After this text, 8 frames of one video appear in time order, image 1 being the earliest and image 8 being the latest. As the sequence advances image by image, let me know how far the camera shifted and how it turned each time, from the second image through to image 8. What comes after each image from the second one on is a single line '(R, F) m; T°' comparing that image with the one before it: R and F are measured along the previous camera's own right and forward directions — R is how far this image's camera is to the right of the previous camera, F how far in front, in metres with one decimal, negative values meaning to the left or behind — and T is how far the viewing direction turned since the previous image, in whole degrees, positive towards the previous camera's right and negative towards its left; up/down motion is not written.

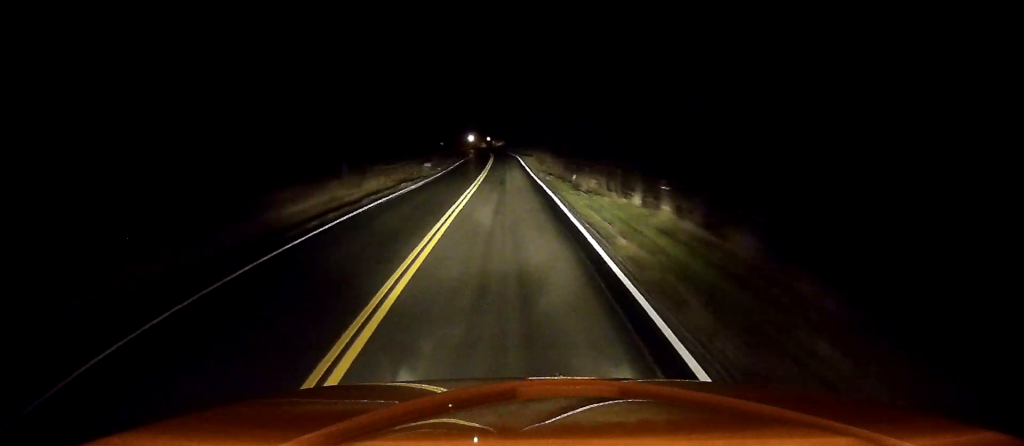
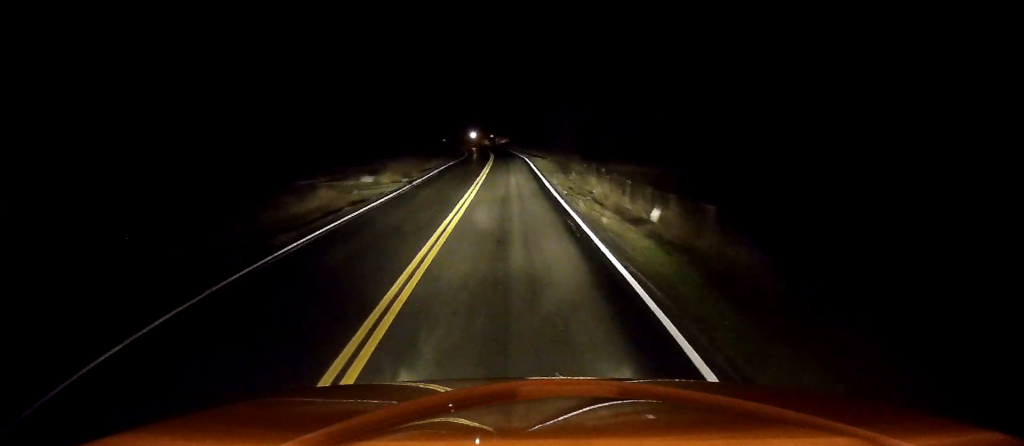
(0.0, +22.1) m; 0°
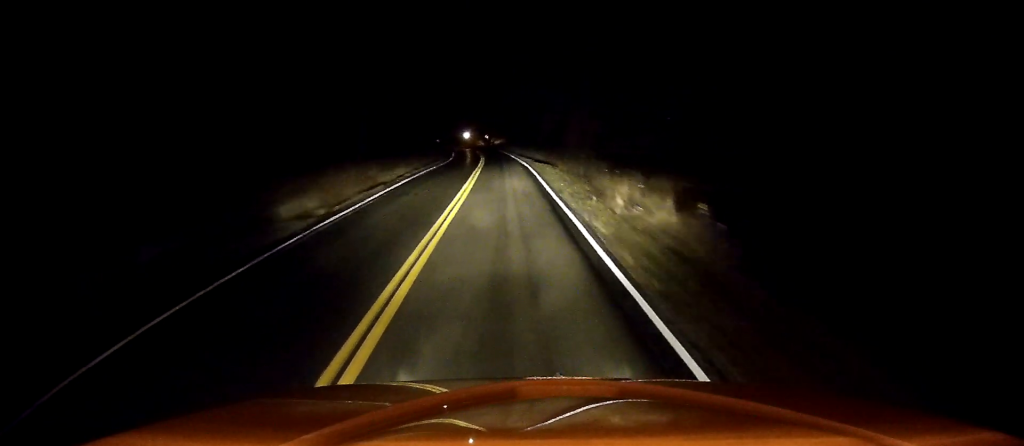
(0.0, +15.6) m; 0°
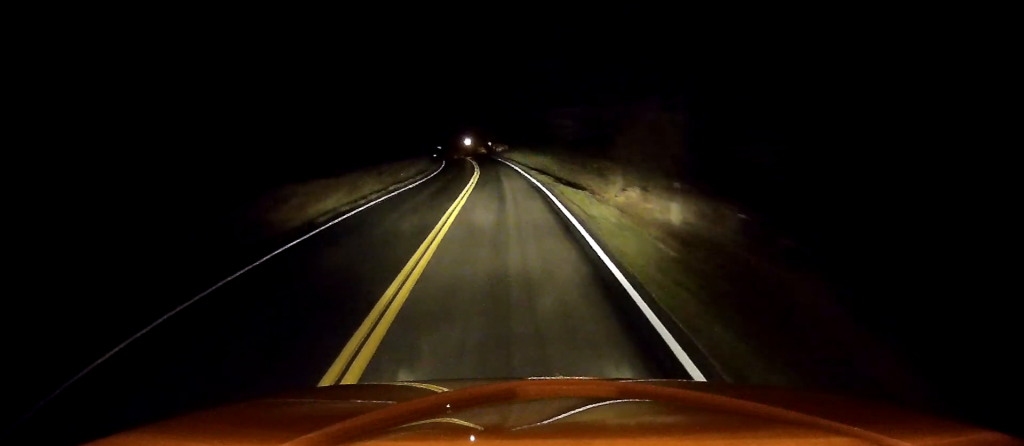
(-0.1, +17.9) m; -1°
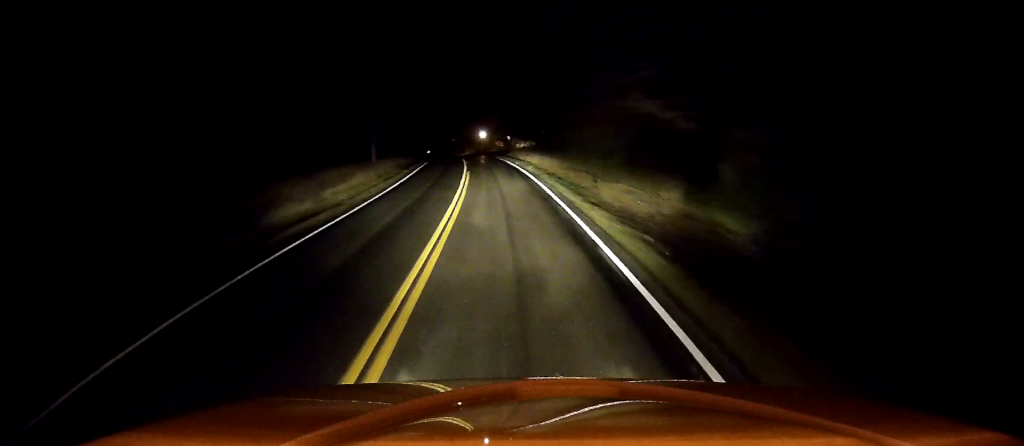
(-0.8, +40.8) m; -2°
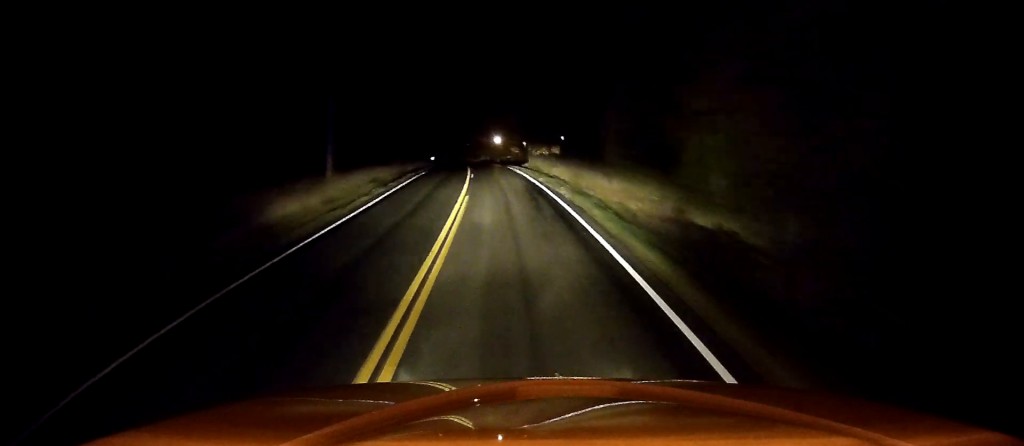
(0.0, +15.4) m; 0°
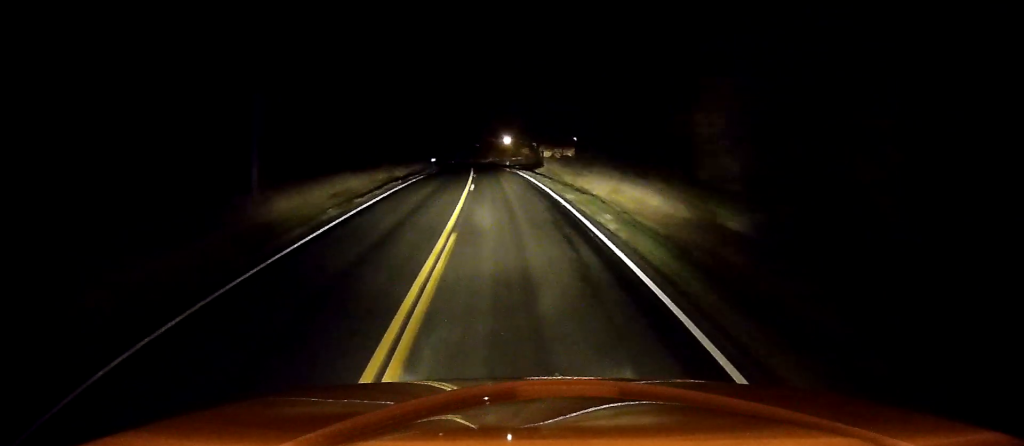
(0.0, +9.7) m; -1°
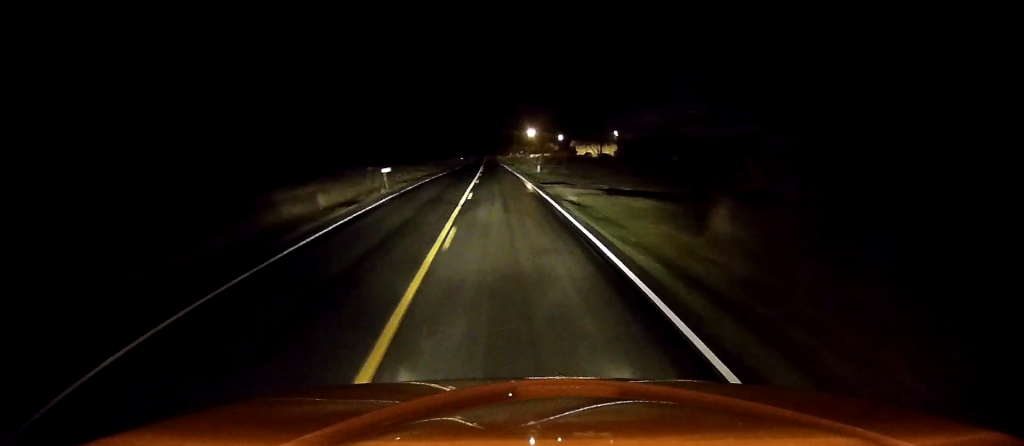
(-0.9, +37.4) m; -3°
